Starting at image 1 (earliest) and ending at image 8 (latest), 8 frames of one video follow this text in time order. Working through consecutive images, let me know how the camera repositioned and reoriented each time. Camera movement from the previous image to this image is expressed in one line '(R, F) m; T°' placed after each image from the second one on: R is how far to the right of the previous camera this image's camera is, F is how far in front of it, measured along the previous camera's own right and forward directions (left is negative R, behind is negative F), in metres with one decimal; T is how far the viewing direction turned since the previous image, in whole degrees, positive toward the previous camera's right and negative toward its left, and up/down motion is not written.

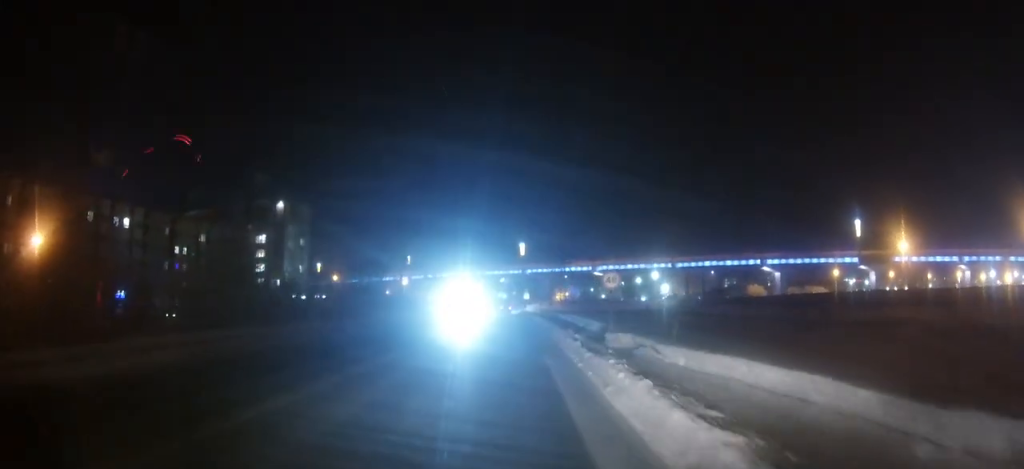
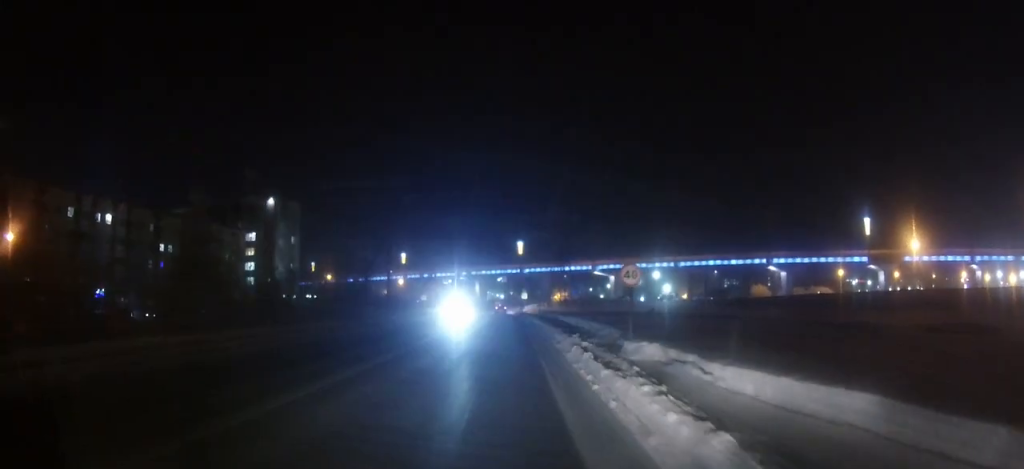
(0.0, +4.8) m; 0°
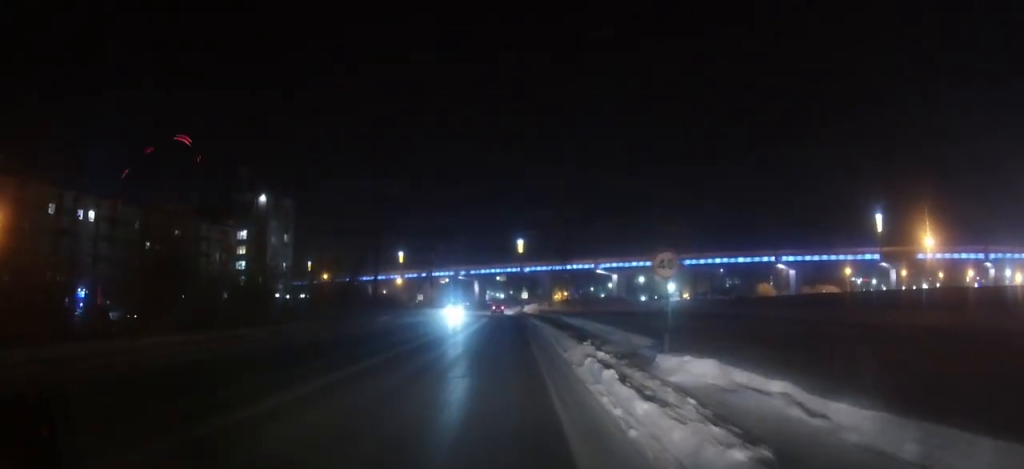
(0.0, +4.8) m; 0°
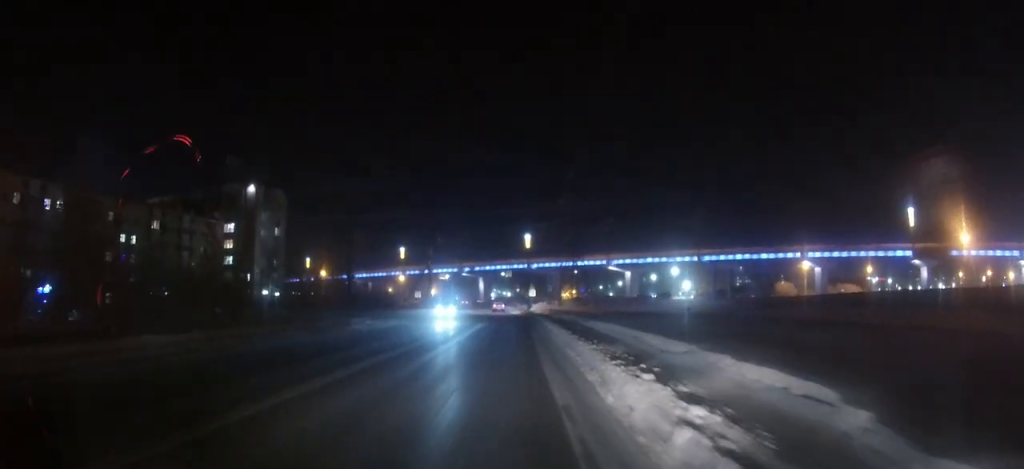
(-0.1, +9.7) m; 0°
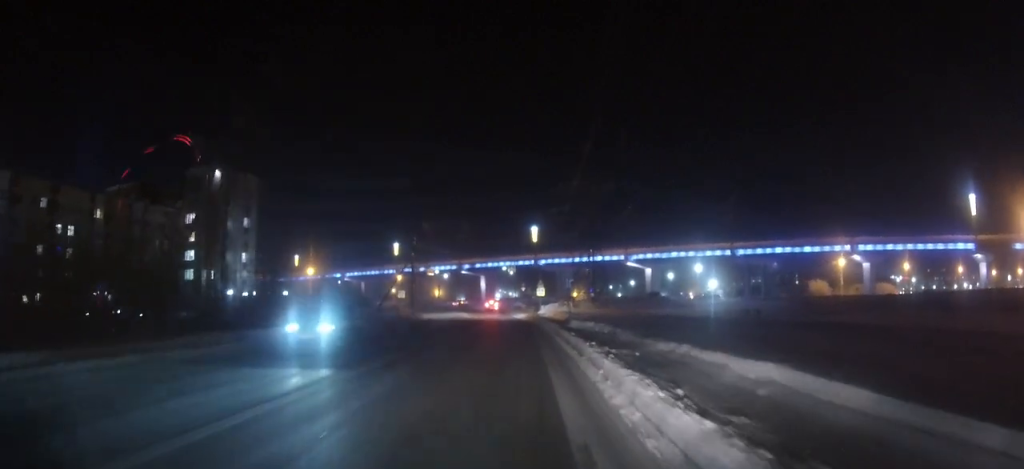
(0.0, +18.3) m; 0°
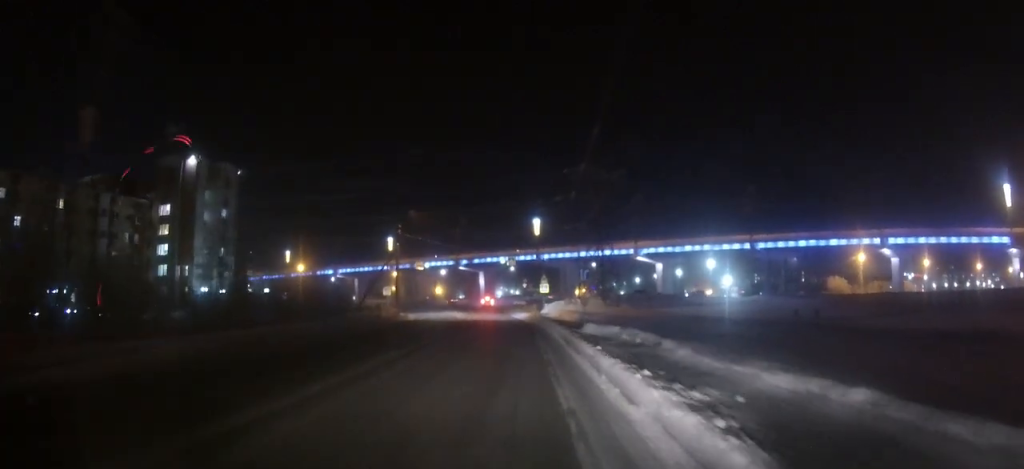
(0.0, +9.6) m; 0°
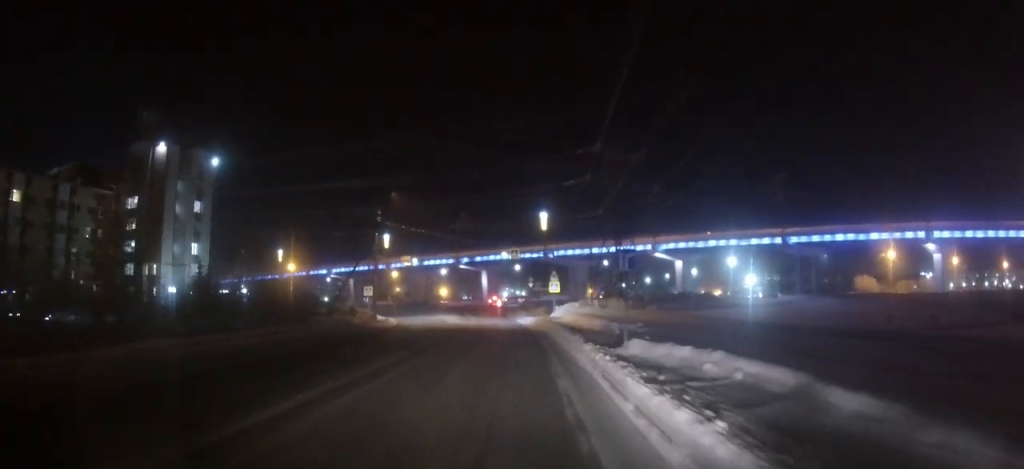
(-0.1, +11.5) m; 0°
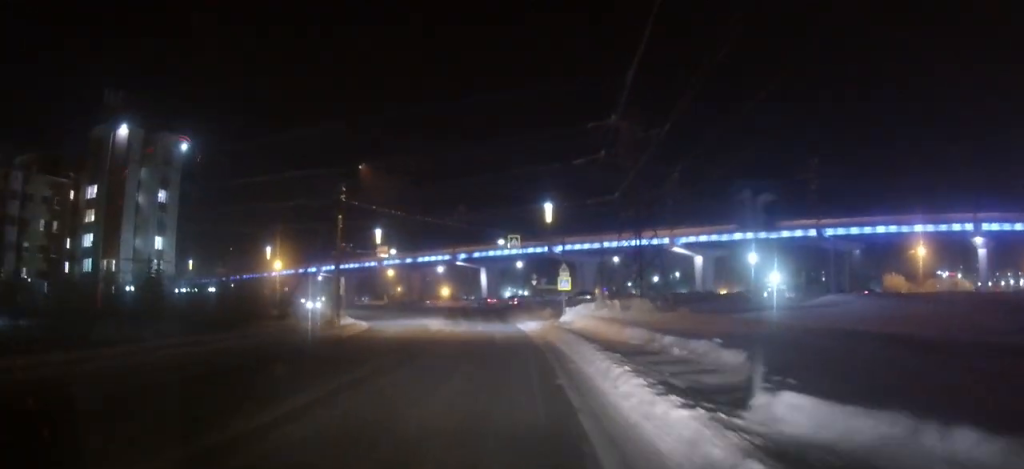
(0.0, +11.4) m; 0°
